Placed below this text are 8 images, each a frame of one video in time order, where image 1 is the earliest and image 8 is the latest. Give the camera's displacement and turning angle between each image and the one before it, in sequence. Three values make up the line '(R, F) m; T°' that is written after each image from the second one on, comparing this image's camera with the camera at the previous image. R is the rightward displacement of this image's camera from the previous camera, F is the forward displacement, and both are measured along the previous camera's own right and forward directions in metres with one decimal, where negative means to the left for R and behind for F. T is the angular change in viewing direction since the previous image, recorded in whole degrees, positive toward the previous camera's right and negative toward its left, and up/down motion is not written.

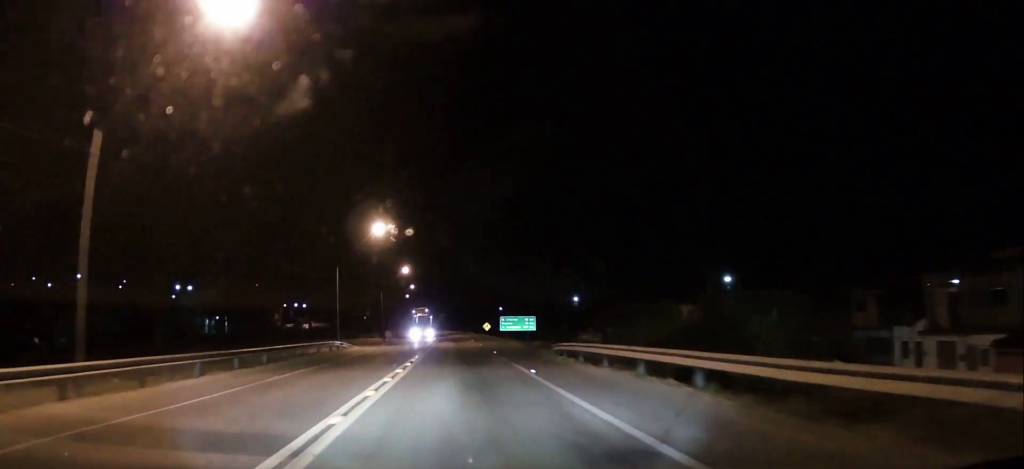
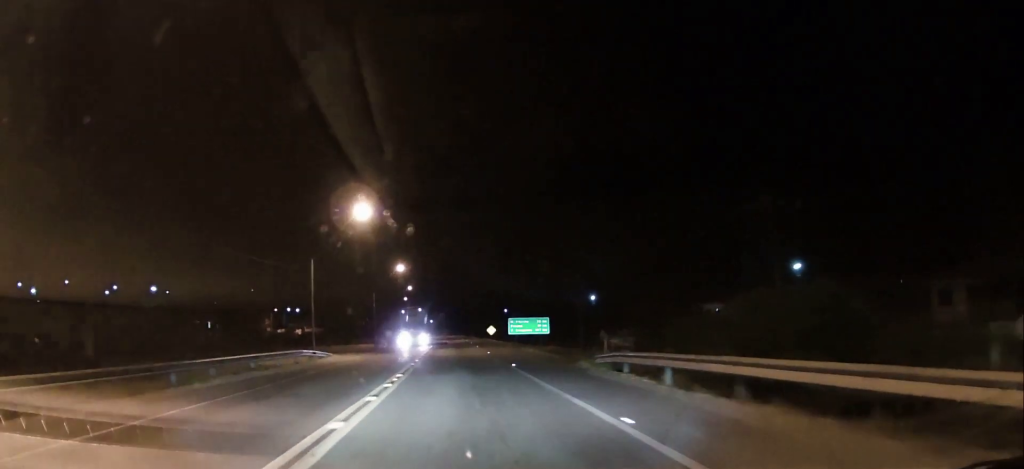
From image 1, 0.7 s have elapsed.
(+0.6, +9.8) m; +3°
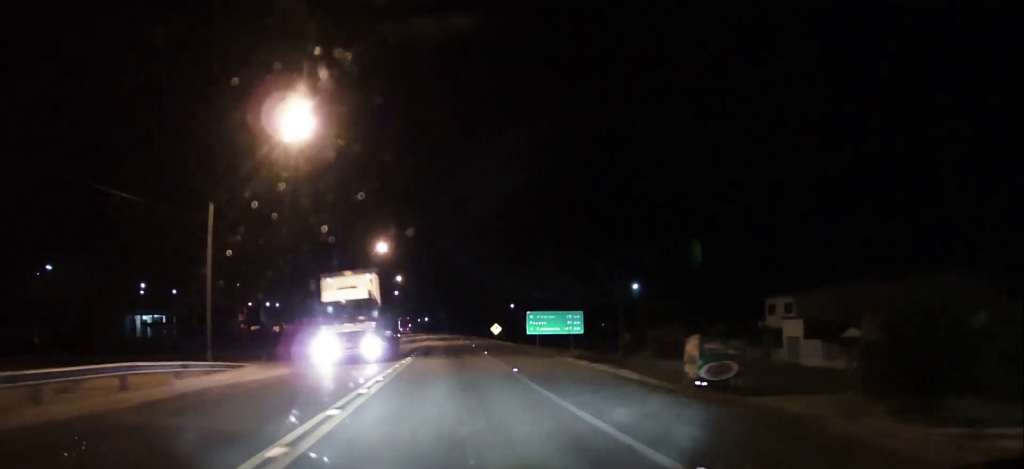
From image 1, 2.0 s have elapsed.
(+0.6, +18.6) m; 0°
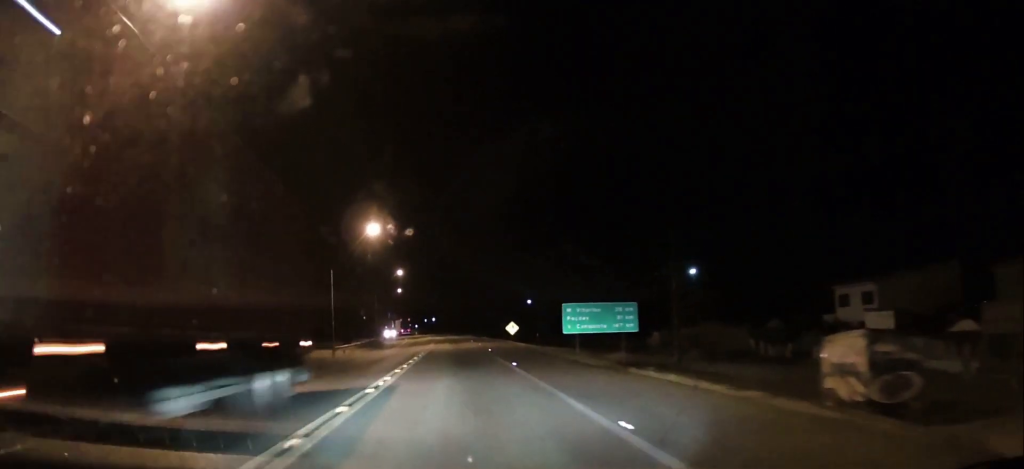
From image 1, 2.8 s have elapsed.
(-0.4, +12.0) m; -2°
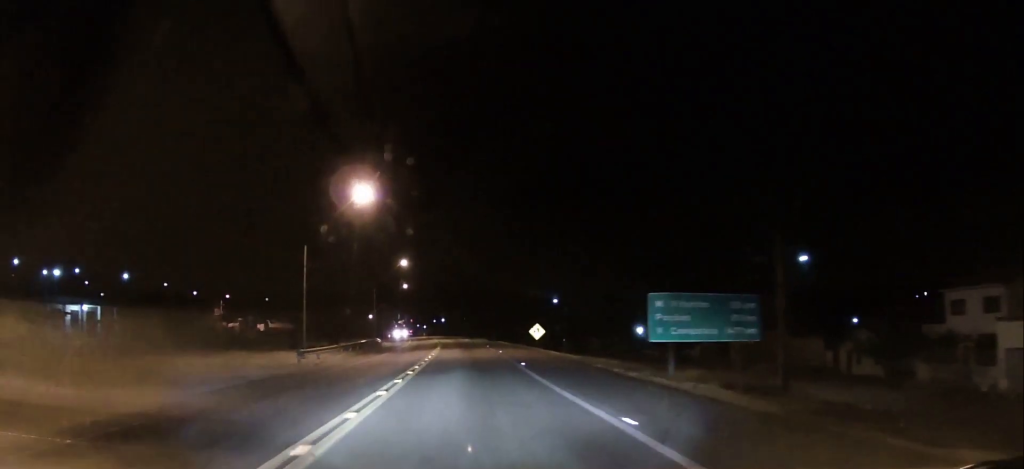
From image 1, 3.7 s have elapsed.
(-0.1, +13.4) m; -1°
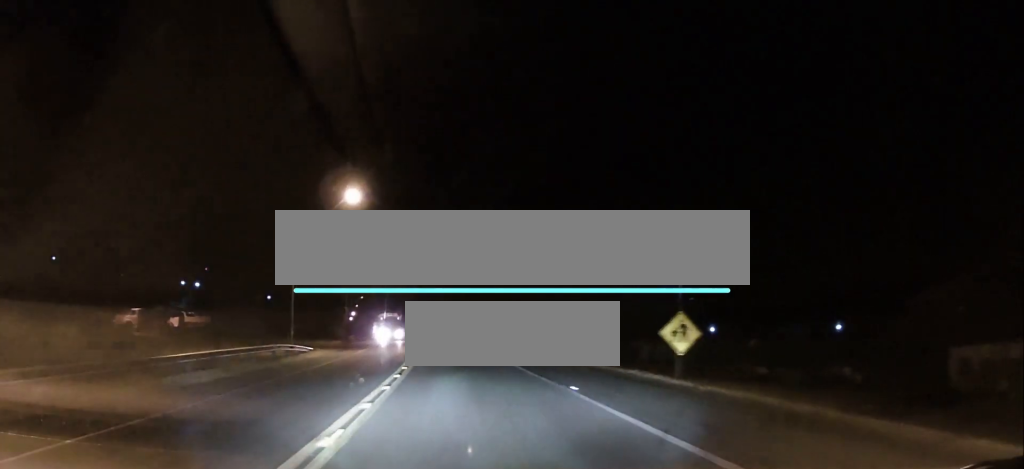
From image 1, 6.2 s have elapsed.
(0.0, +38.3) m; 0°
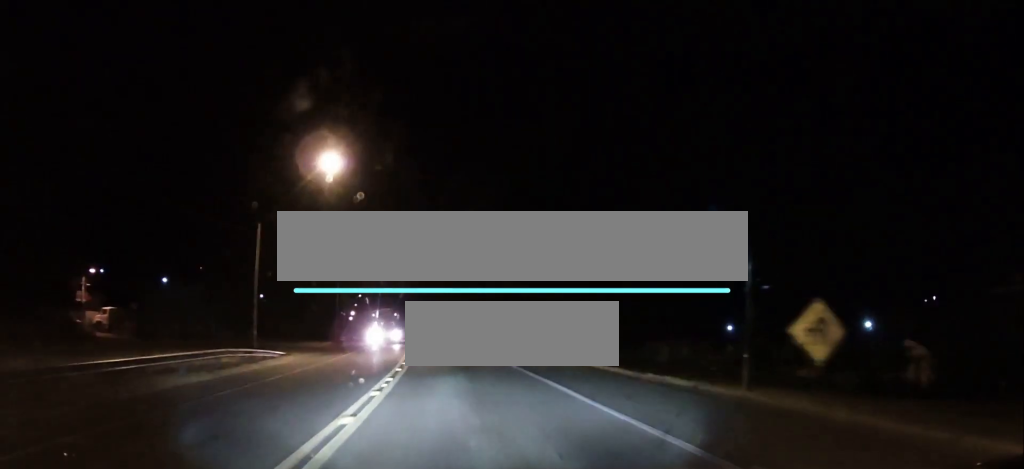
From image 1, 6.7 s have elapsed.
(0.0, +8.5) m; 0°
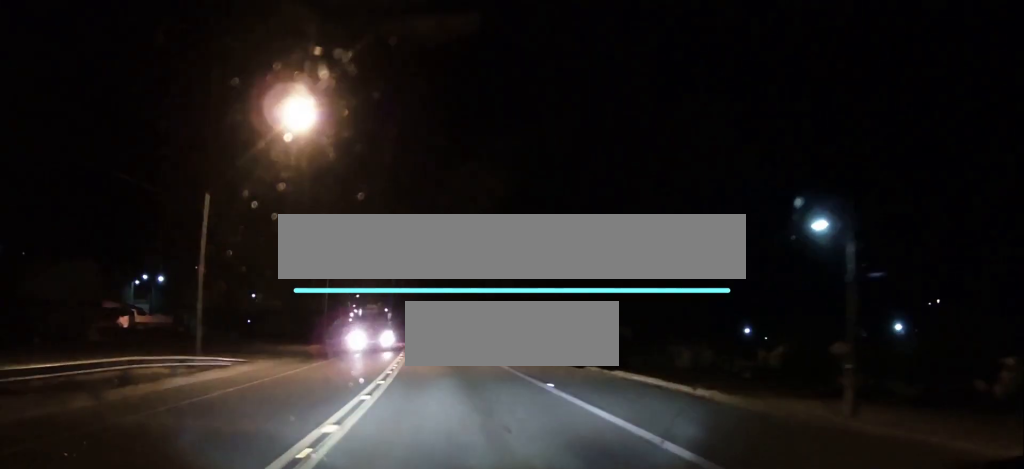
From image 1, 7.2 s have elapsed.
(0.0, +7.9) m; 0°
